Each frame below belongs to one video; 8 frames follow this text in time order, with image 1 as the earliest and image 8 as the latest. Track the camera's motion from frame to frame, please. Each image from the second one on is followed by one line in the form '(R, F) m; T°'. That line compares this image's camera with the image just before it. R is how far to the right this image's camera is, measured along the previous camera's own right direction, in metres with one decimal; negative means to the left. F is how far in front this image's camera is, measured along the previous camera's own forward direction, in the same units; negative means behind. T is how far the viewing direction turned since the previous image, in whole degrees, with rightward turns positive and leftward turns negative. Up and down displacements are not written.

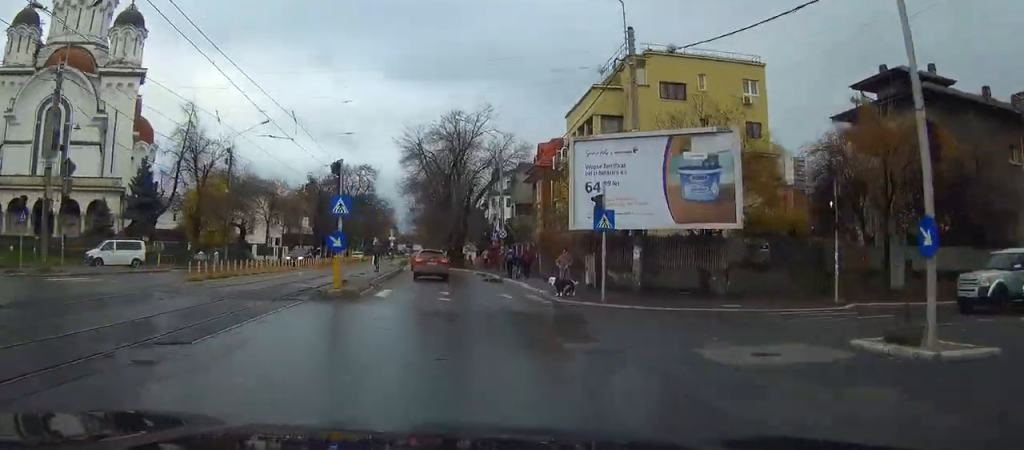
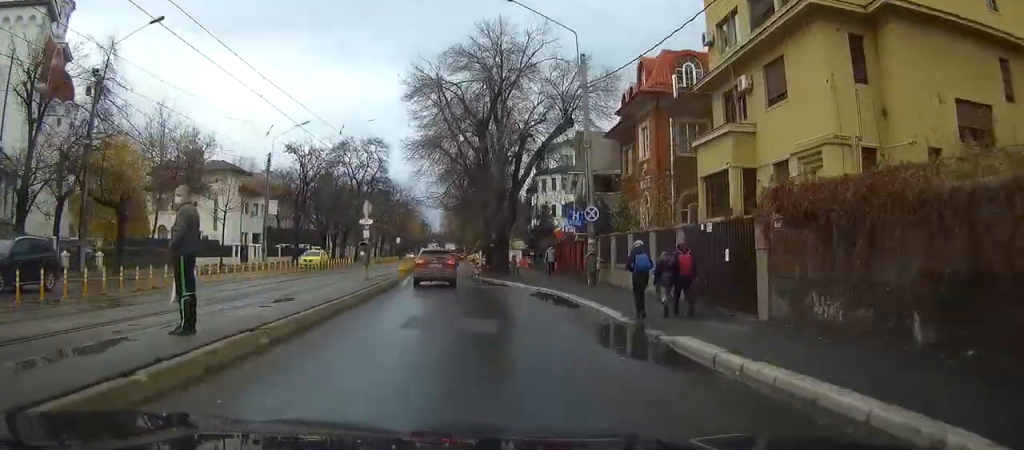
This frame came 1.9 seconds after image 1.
(-0.1, +29.1) m; 0°
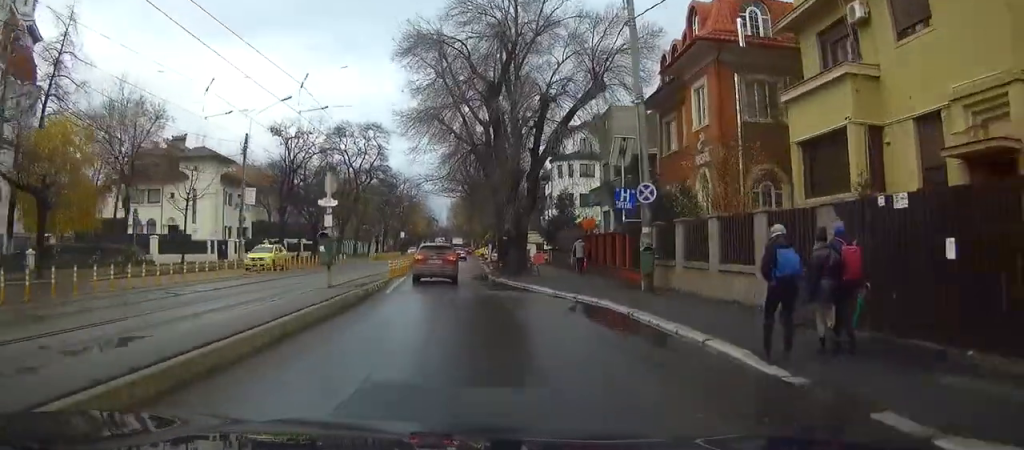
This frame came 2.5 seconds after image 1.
(0.0, +8.4) m; 0°
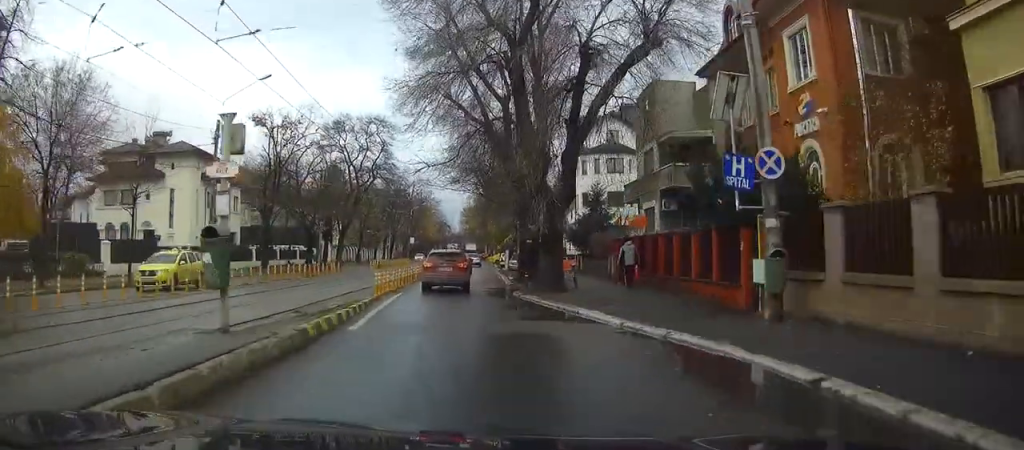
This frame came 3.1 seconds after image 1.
(0.0, +8.8) m; 0°
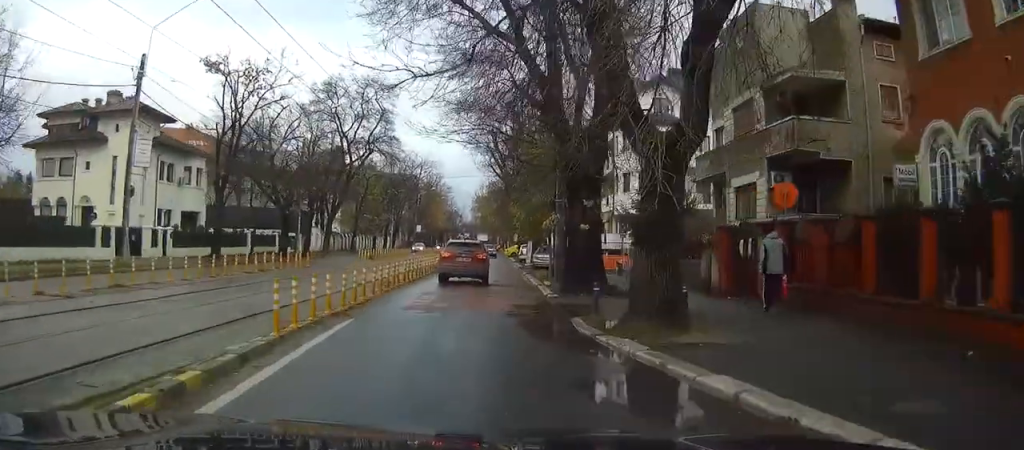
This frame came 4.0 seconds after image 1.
(-0.1, +13.3) m; -1°
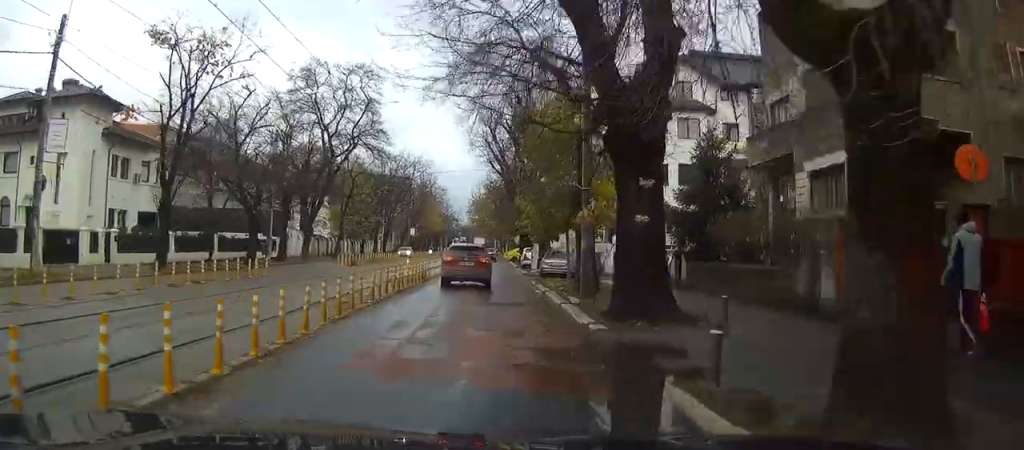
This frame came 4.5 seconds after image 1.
(-0.1, +7.4) m; 0°
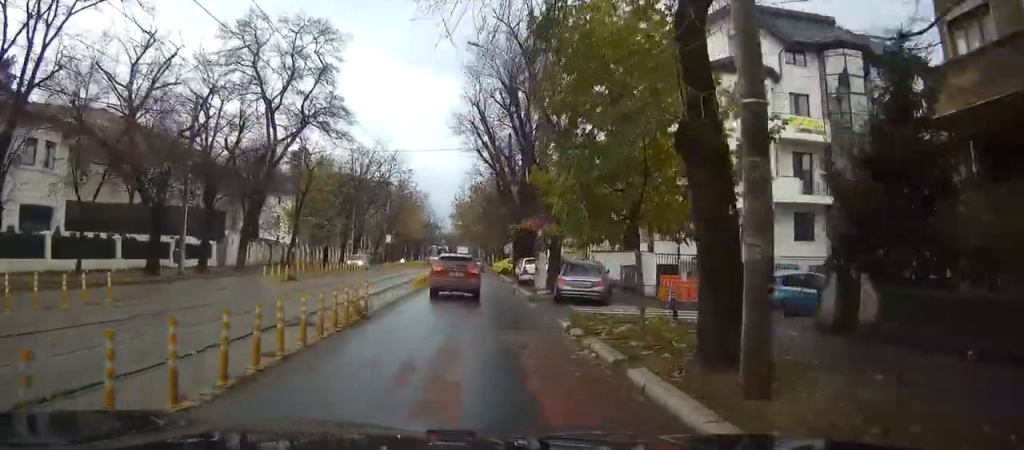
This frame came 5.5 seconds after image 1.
(0.0, +13.5) m; +1°
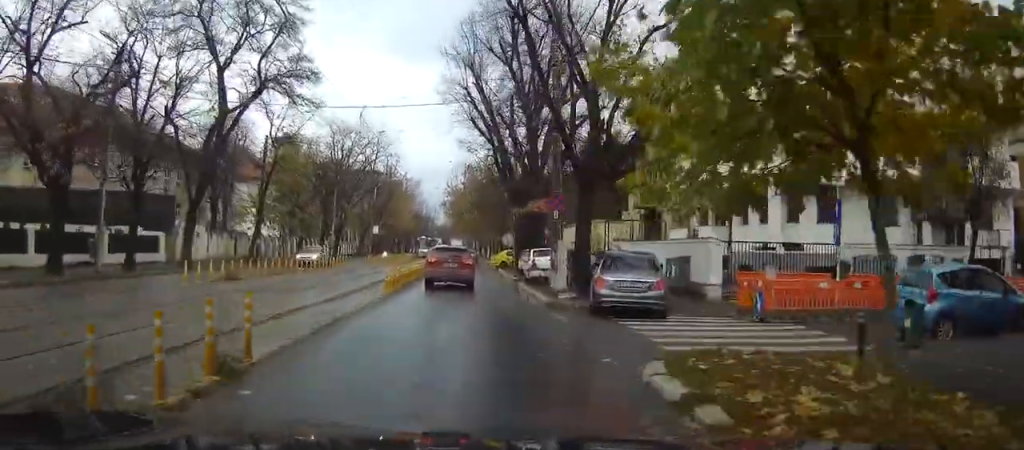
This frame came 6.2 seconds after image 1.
(+0.2, +8.8) m; +1°
